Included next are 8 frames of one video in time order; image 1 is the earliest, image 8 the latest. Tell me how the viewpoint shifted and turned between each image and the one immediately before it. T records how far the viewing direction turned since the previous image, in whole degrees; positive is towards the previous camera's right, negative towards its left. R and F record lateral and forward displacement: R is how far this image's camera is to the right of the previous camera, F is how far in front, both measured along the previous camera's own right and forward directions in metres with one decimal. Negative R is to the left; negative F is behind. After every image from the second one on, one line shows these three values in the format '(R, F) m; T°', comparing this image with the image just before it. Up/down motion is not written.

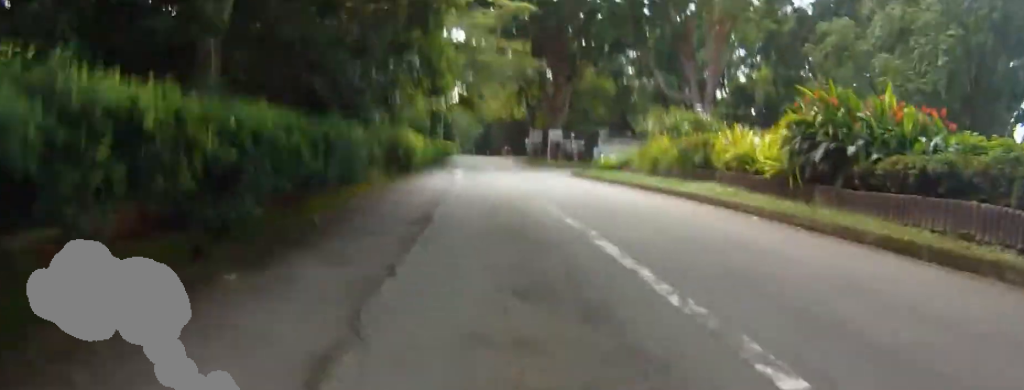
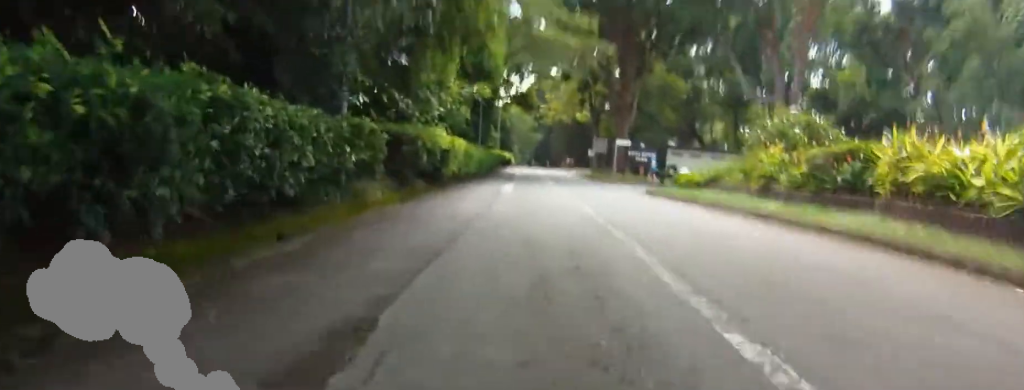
(-0.8, +5.5) m; -10°
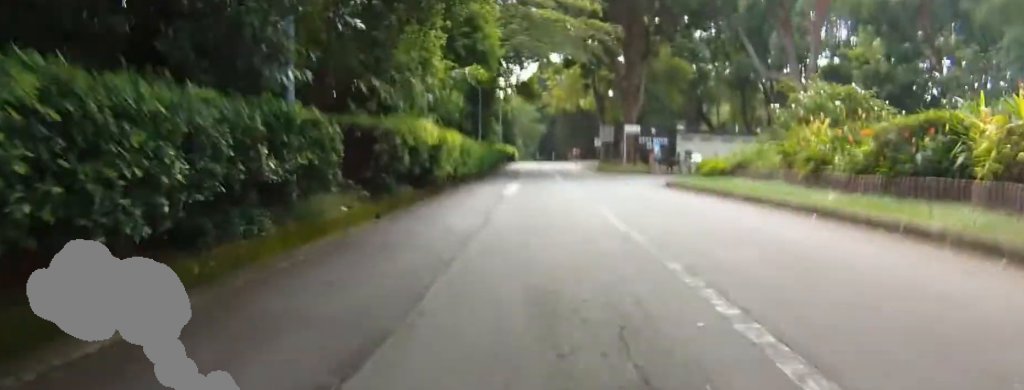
(-0.6, +2.7) m; -3°
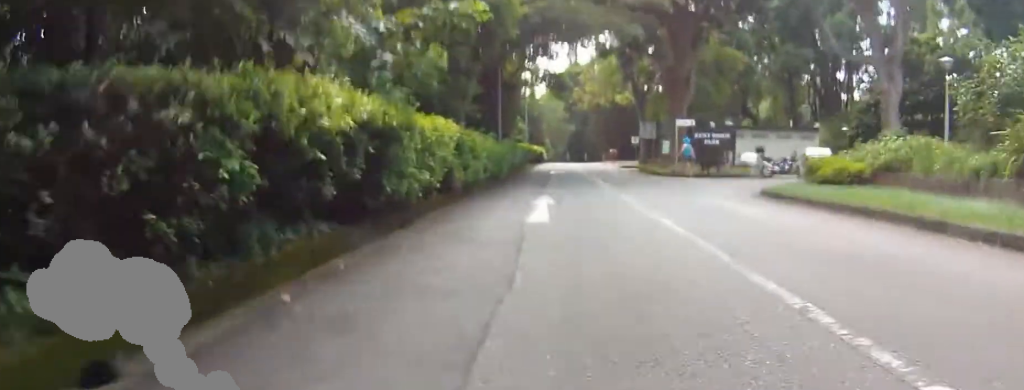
(+0.8, +8.2) m; +7°
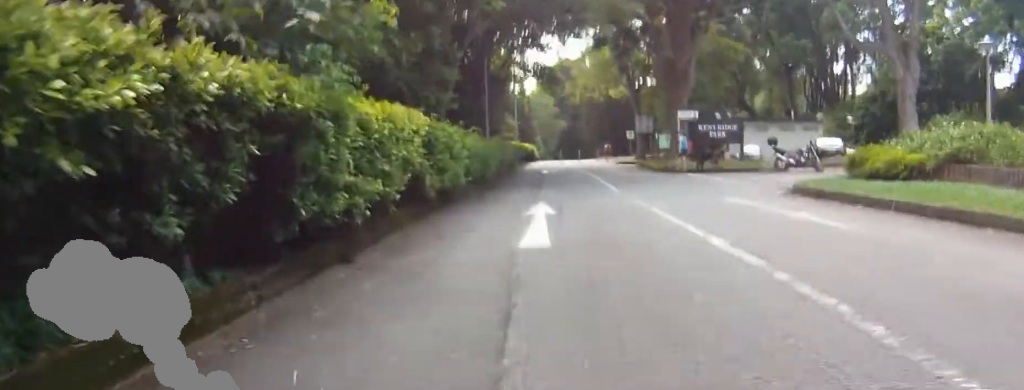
(0.0, +2.9) m; 0°
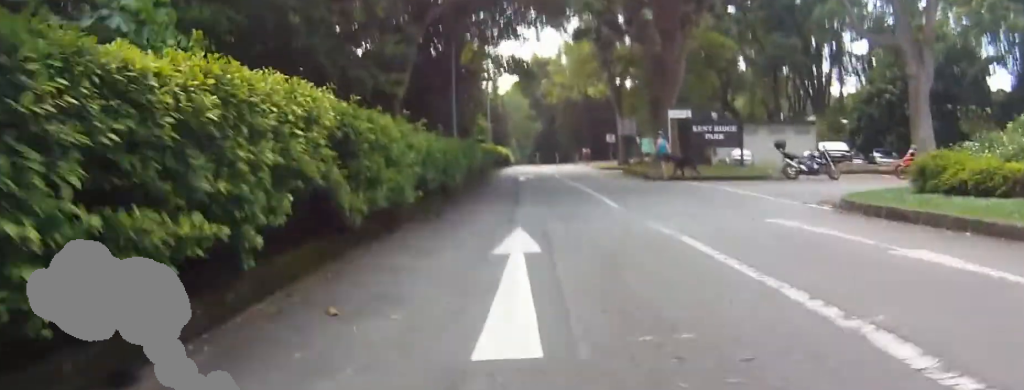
(0.0, +3.8) m; 0°
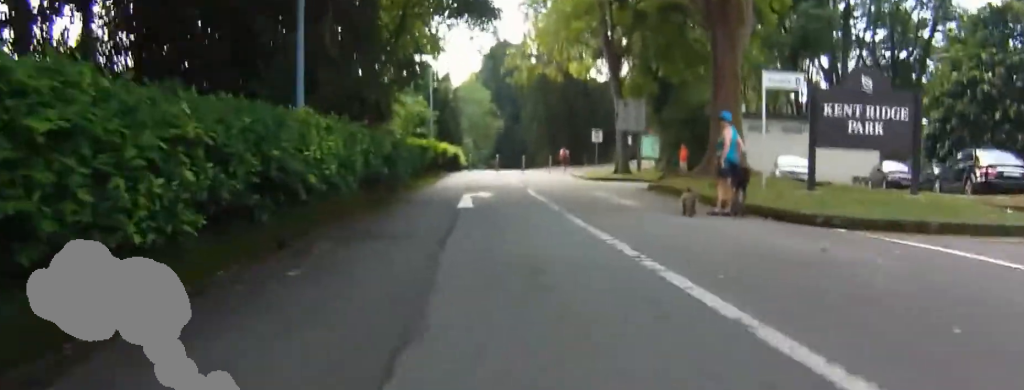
(-1.9, +16.5) m; -5°
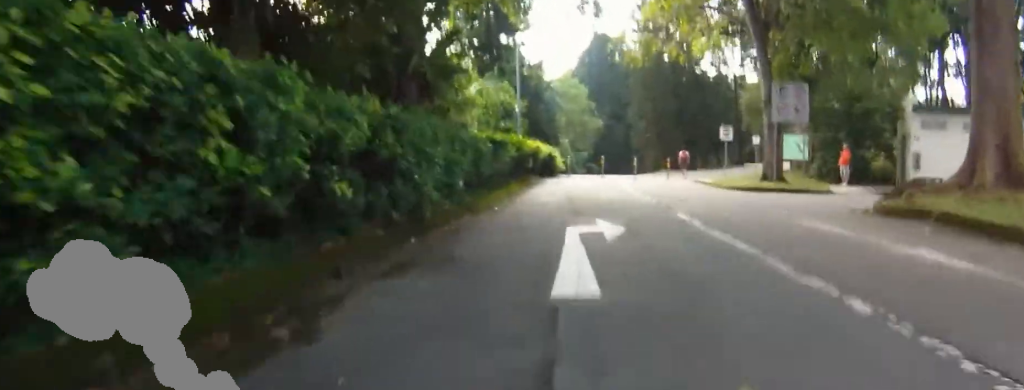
(+0.7, +9.7) m; -3°
